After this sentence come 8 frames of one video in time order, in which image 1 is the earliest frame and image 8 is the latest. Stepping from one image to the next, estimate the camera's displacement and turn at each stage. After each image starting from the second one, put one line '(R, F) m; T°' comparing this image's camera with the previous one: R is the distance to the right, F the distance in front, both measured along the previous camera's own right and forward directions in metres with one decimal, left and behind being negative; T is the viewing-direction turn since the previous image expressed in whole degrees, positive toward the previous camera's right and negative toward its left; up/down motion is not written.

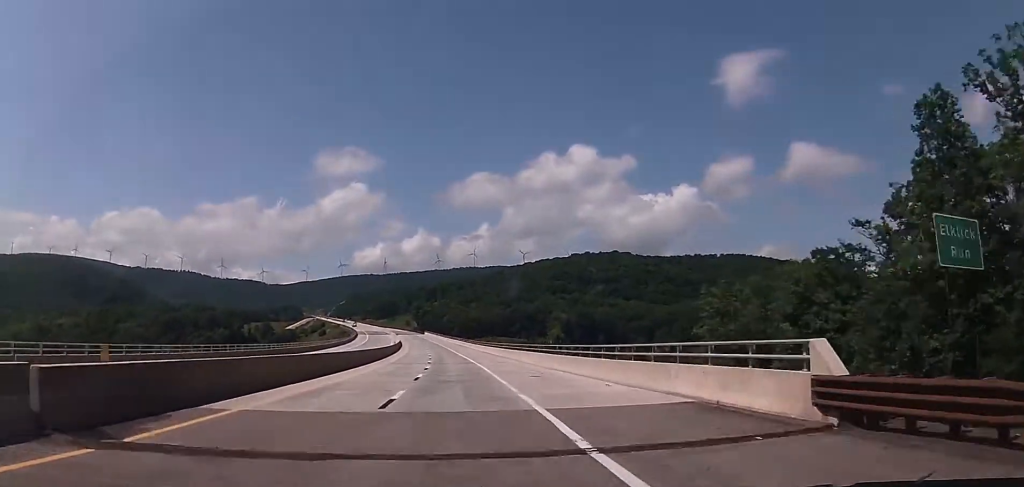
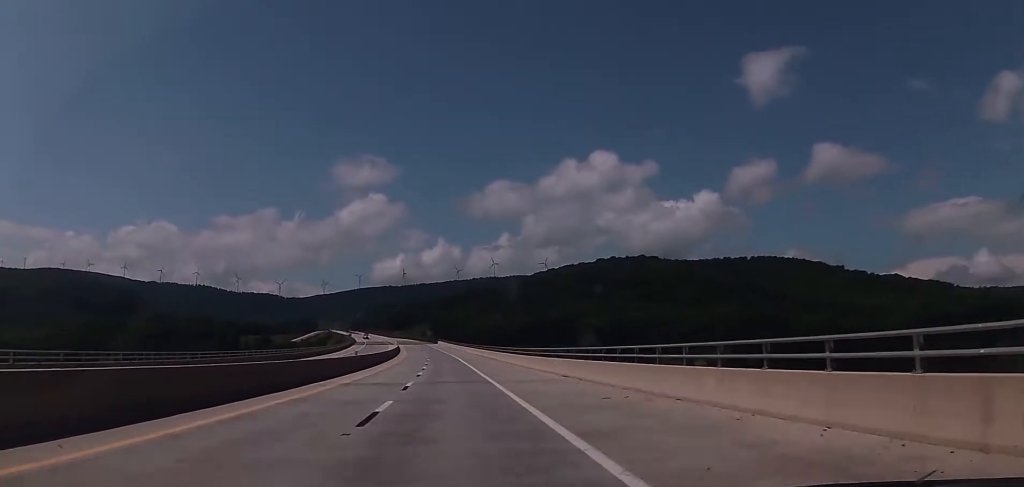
(-0.2, +52.5) m; -1°
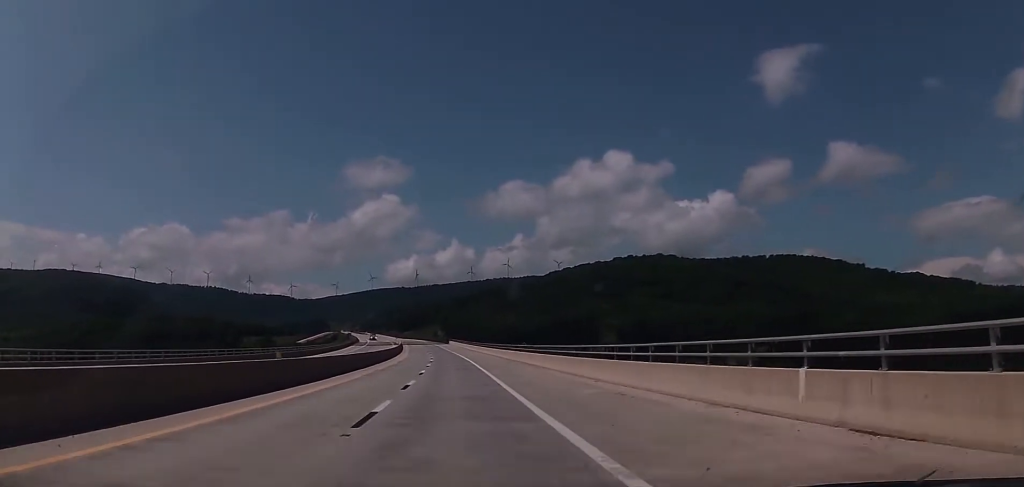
(-0.6, +25.1) m; -1°
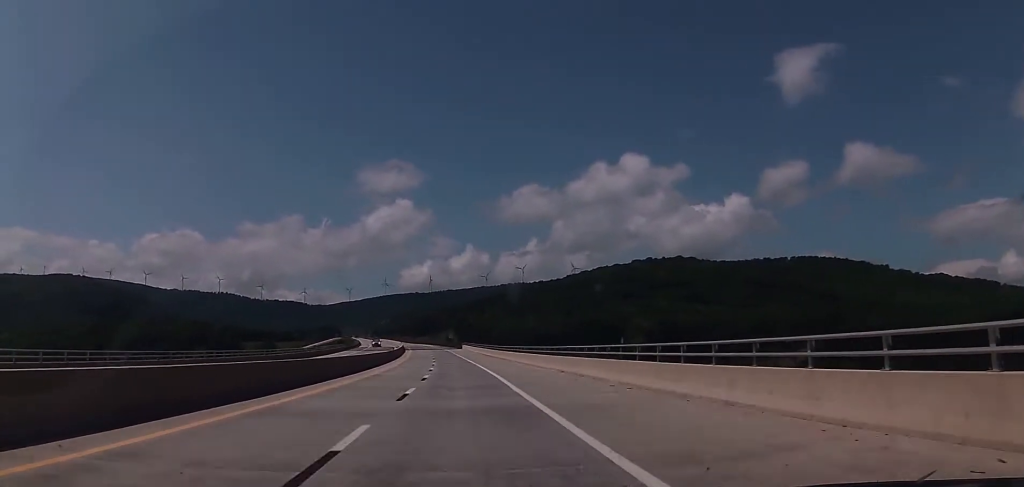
(-0.4, +30.5) m; -1°
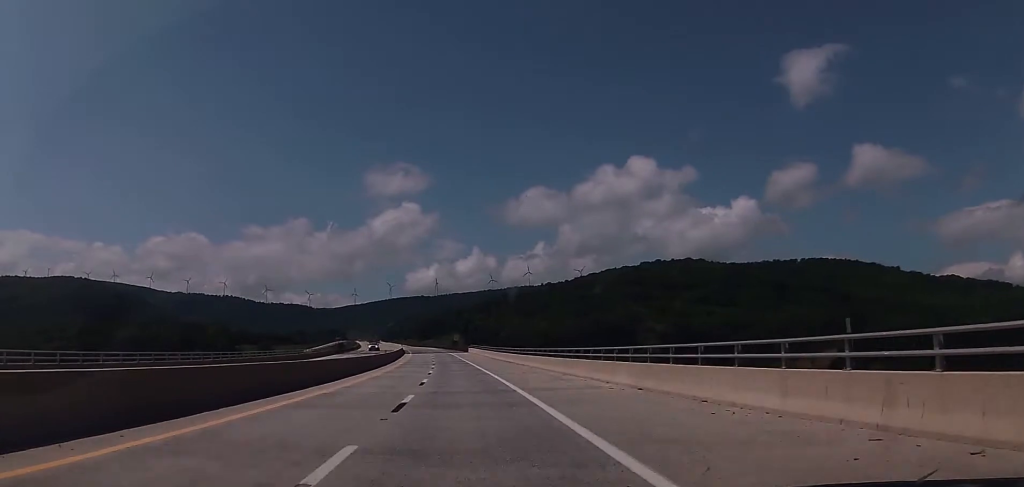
(0.0, +15.2) m; 0°
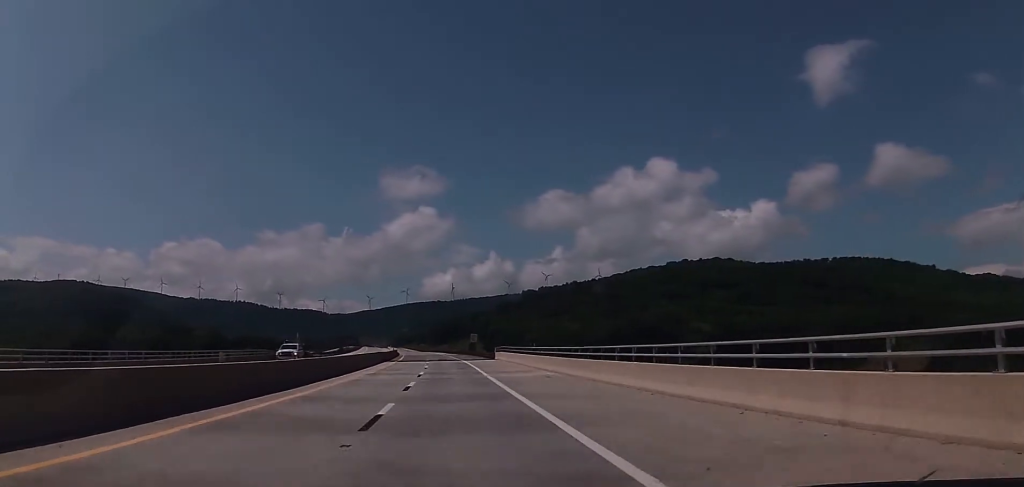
(-0.7, +52.9) m; -2°
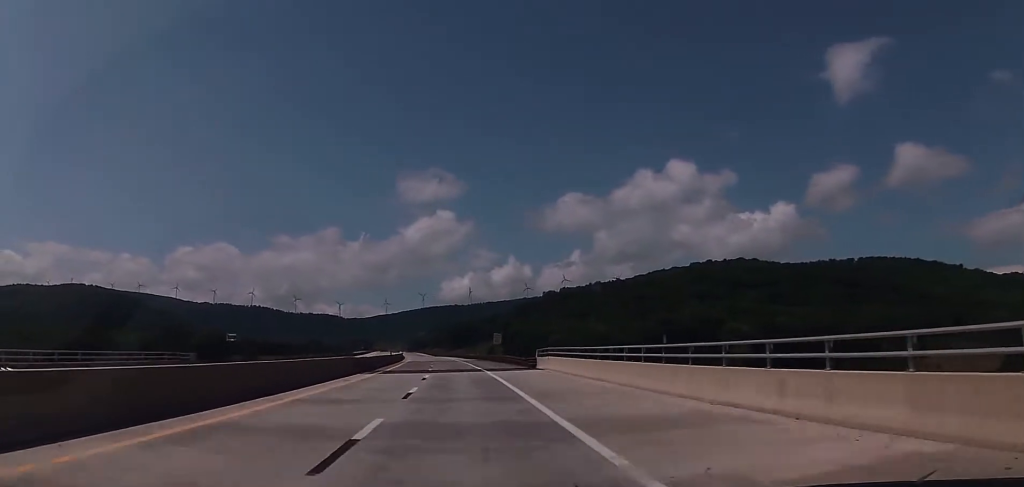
(-0.4, +28.0) m; -1°
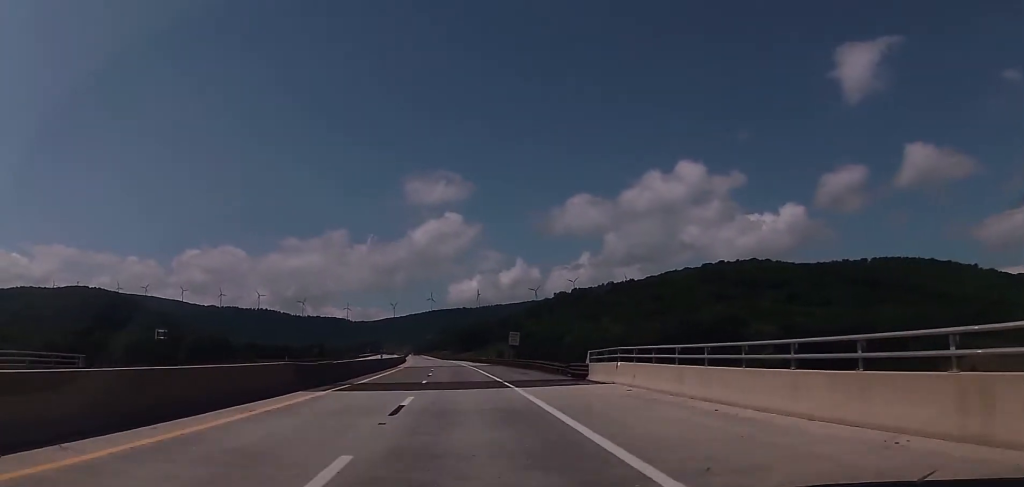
(-0.2, +17.3) m; -1°
